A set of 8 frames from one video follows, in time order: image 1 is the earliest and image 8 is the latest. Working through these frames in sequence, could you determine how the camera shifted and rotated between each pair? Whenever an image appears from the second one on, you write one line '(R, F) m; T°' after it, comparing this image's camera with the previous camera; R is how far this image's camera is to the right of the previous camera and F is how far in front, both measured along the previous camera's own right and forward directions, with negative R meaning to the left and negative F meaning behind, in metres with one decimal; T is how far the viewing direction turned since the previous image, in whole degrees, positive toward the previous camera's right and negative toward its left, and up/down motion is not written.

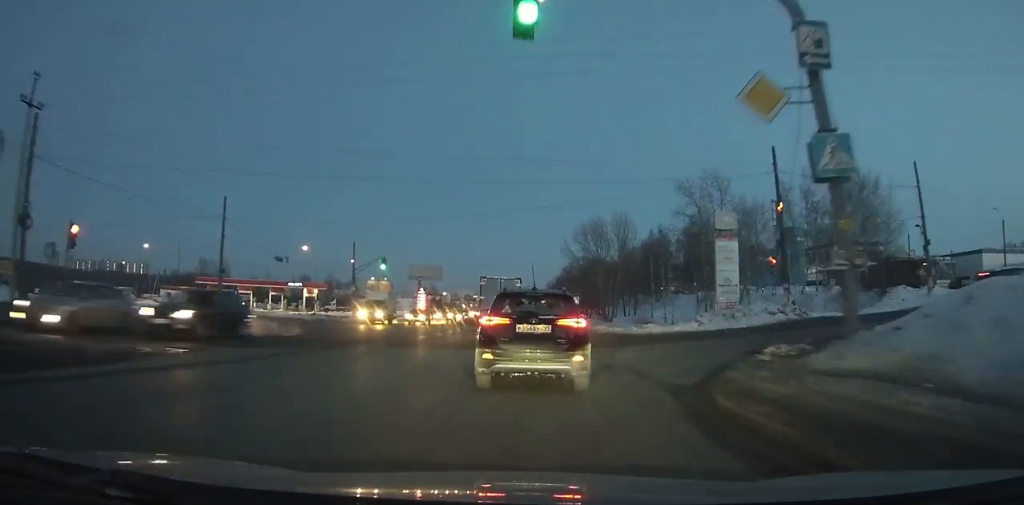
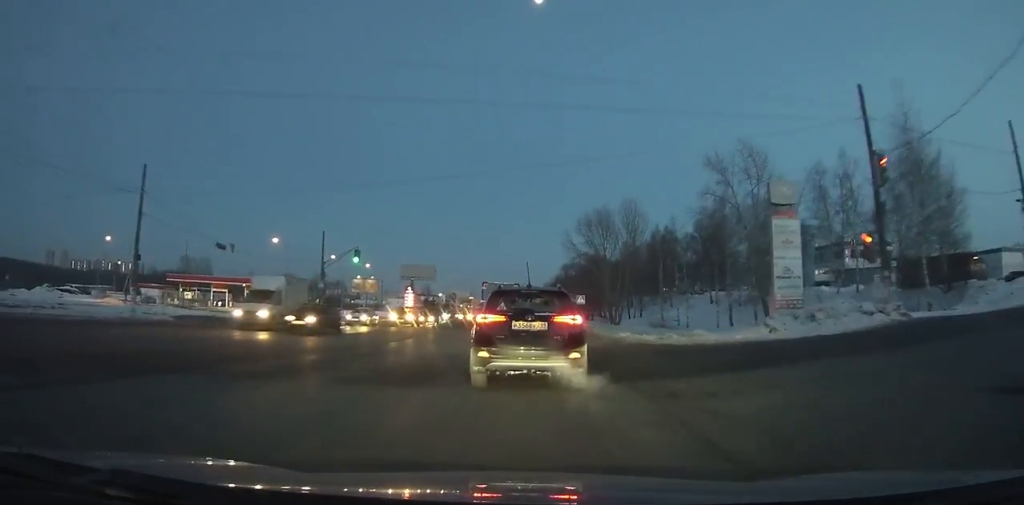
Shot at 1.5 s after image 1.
(-0.1, +10.4) m; 0°
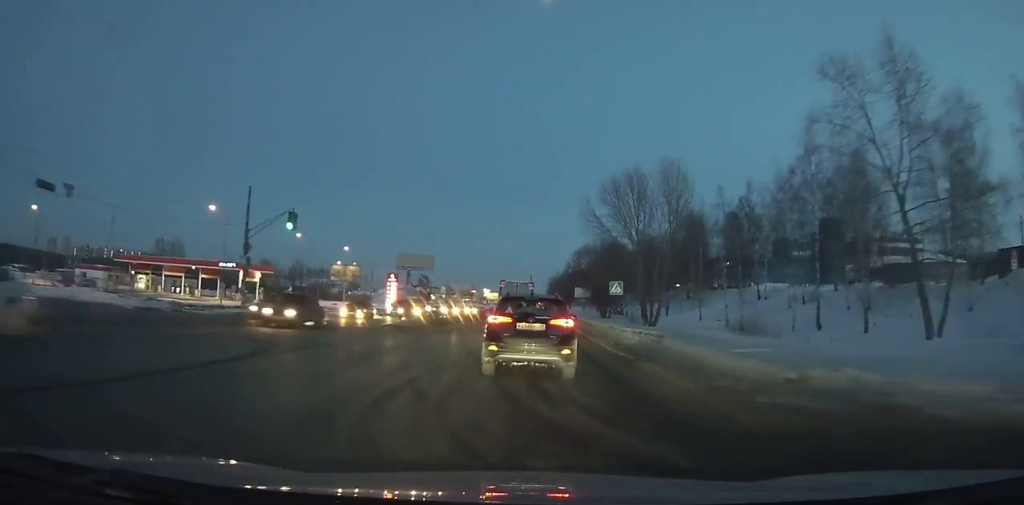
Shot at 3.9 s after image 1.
(+0.1, +20.5) m; 0°
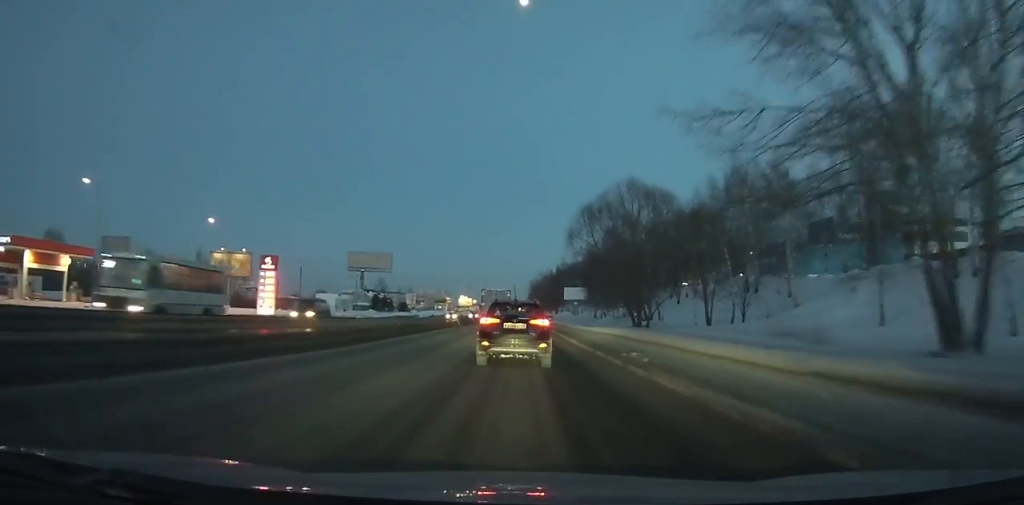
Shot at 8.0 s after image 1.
(+0.1, +43.2) m; -1°
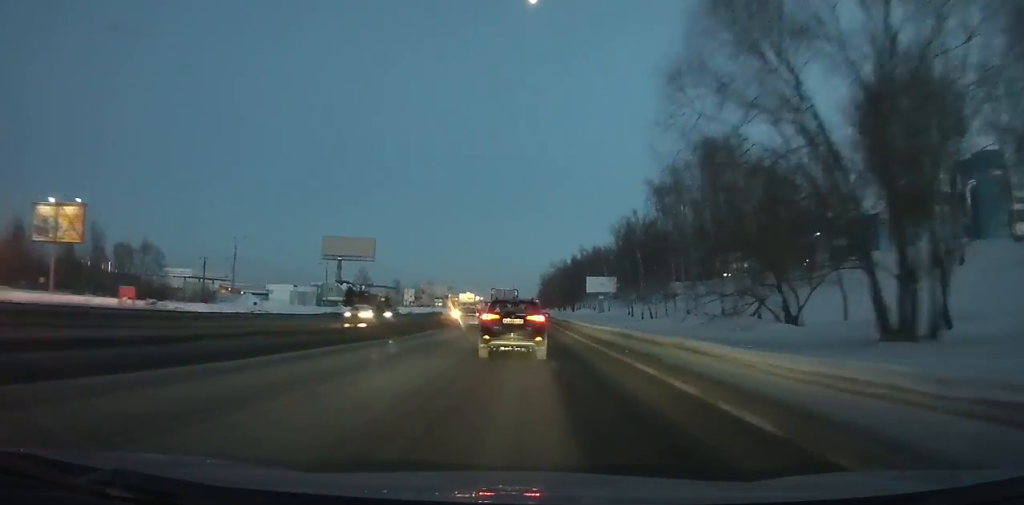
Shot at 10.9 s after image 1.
(-0.4, +37.3) m; -1°
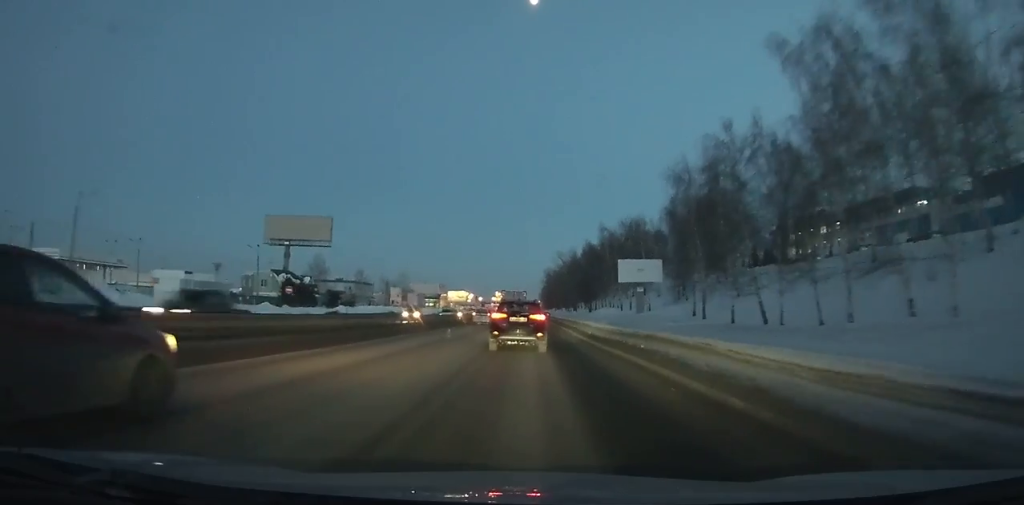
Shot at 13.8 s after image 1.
(0.0, +41.6) m; 0°
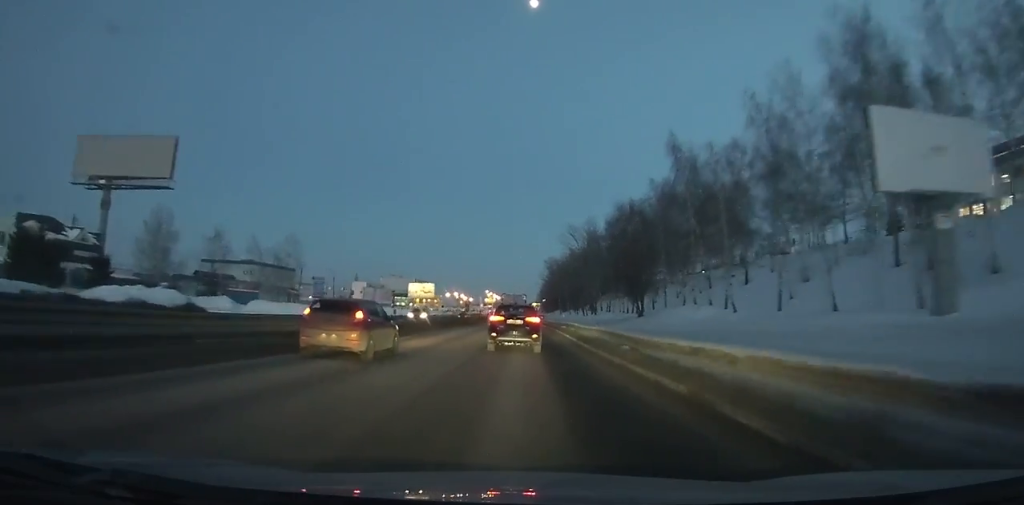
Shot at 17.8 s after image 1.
(+0.1, +62.9) m; 0°
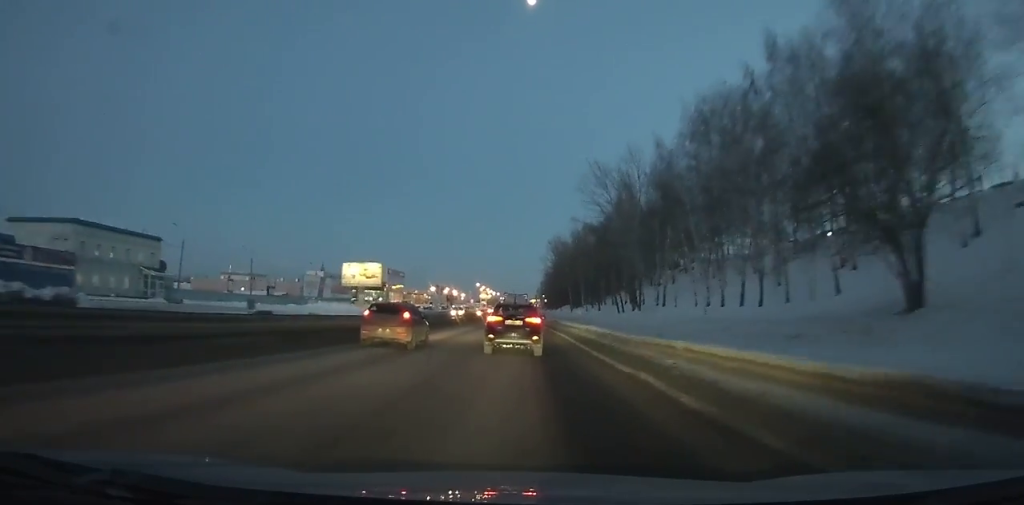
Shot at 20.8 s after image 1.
(-0.1, +50.0) m; 0°
